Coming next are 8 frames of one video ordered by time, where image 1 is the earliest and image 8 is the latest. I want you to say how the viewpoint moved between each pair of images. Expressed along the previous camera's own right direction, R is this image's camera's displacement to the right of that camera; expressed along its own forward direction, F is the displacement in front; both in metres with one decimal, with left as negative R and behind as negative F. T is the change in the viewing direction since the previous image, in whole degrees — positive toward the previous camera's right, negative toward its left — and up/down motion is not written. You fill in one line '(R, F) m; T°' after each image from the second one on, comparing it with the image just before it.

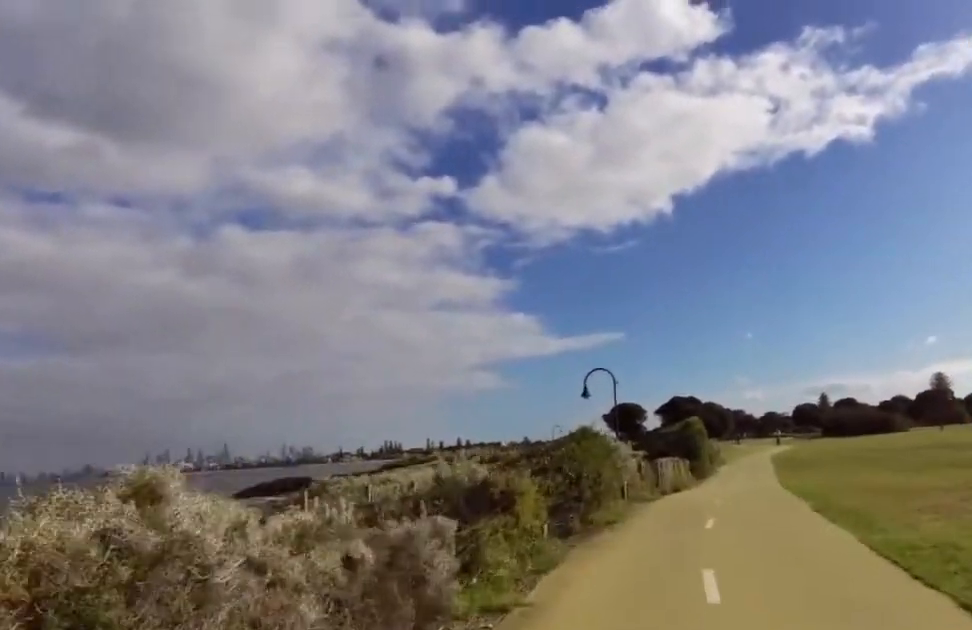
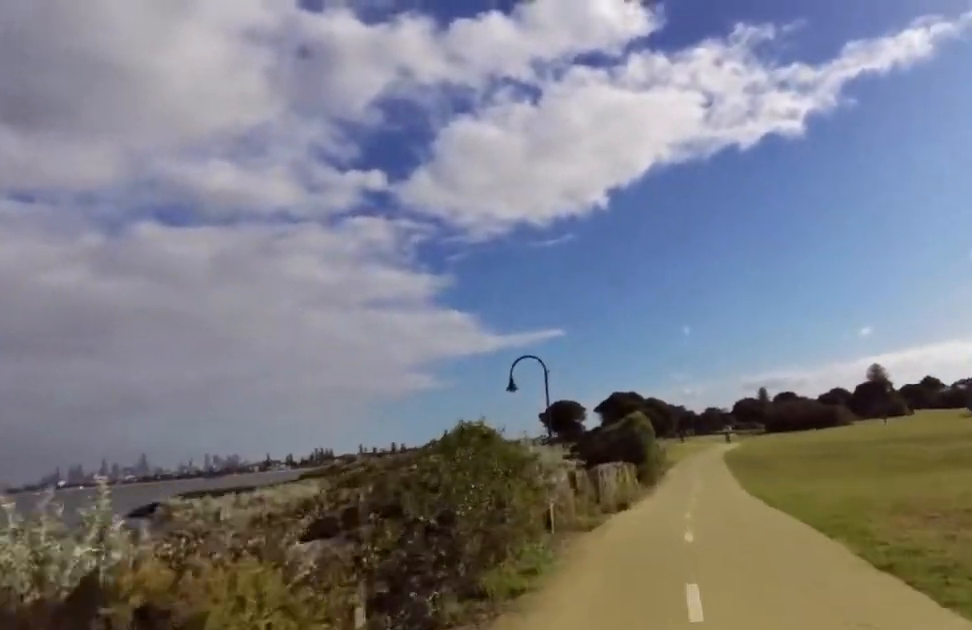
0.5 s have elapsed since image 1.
(-0.1, +4.1) m; 0°
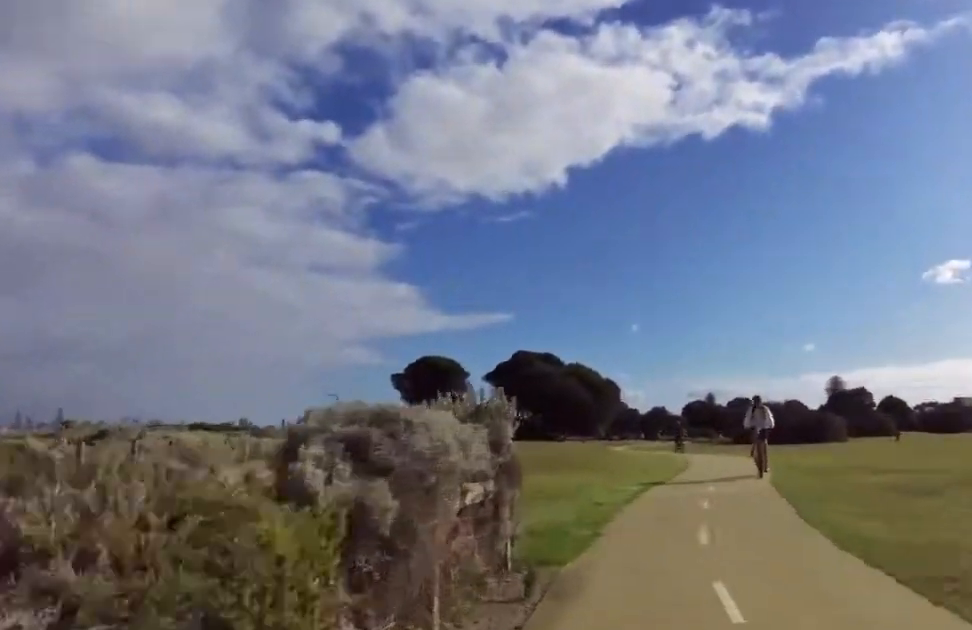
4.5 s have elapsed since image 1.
(+3.4, +32.2) m; +16°
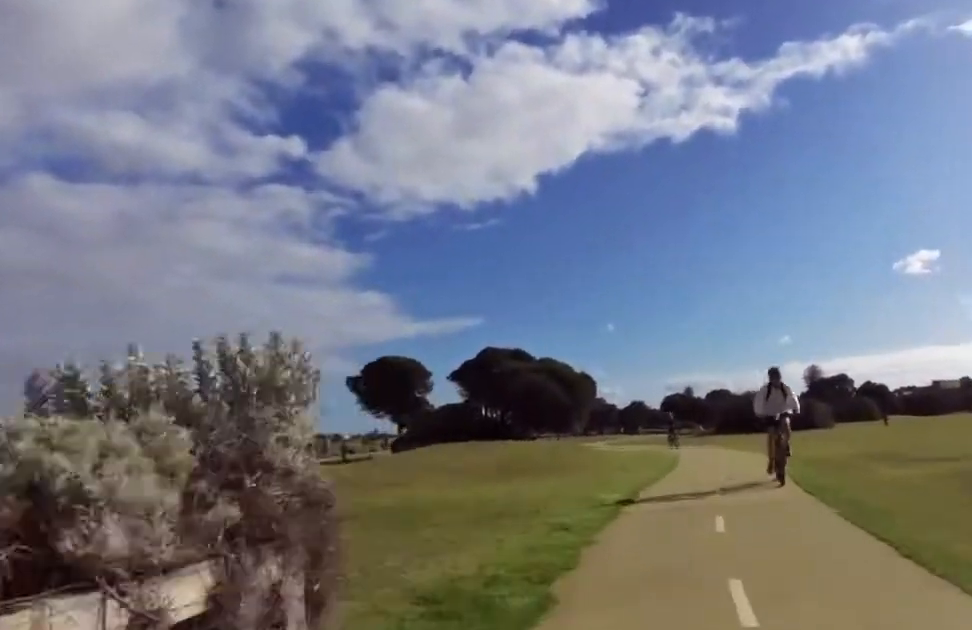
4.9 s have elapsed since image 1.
(+0.2, +3.6) m; -5°
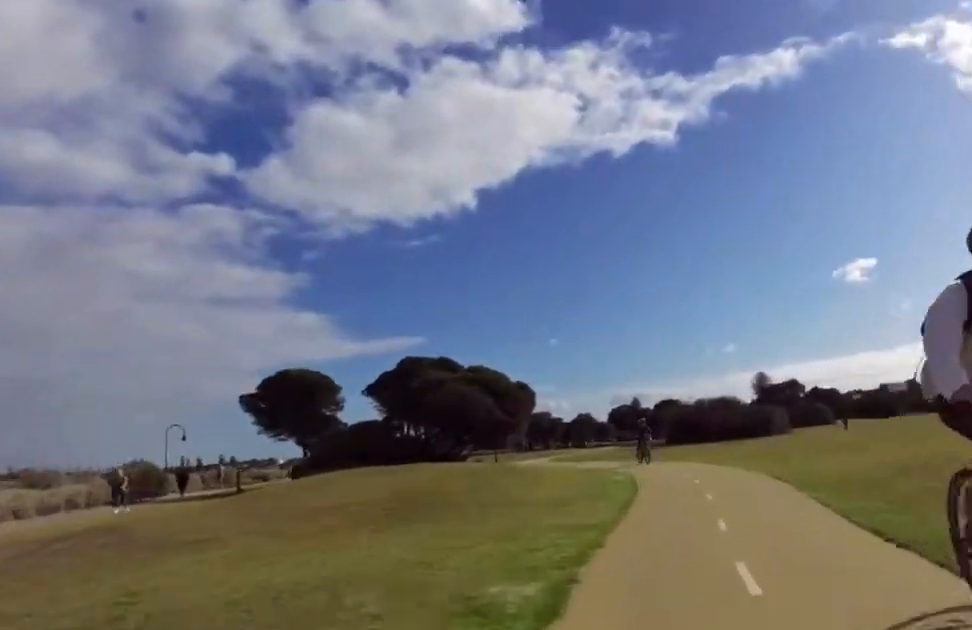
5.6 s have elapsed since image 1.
(-0.5, +5.6) m; -3°
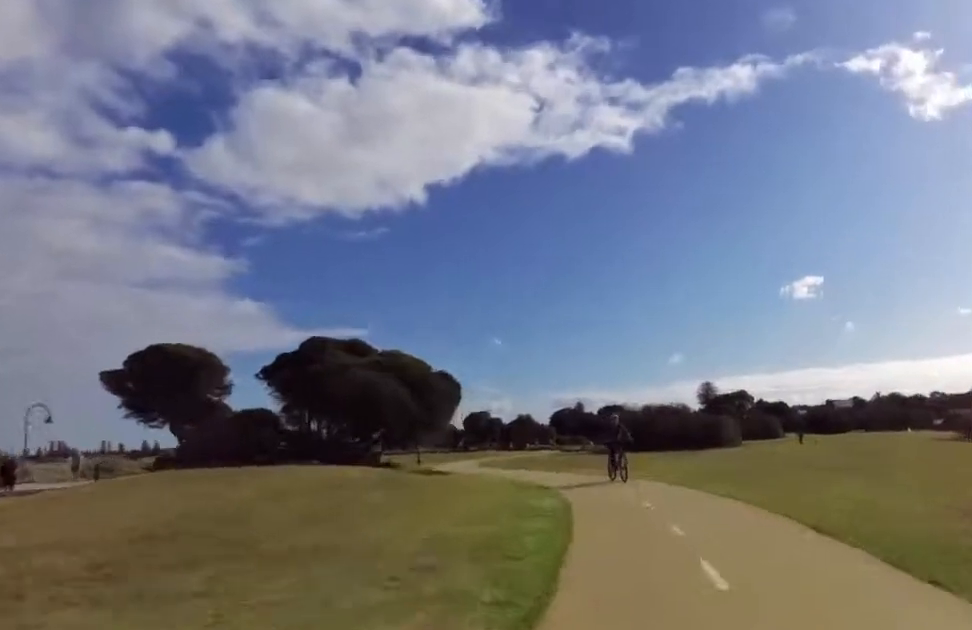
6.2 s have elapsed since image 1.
(-0.8, +5.6) m; 0°
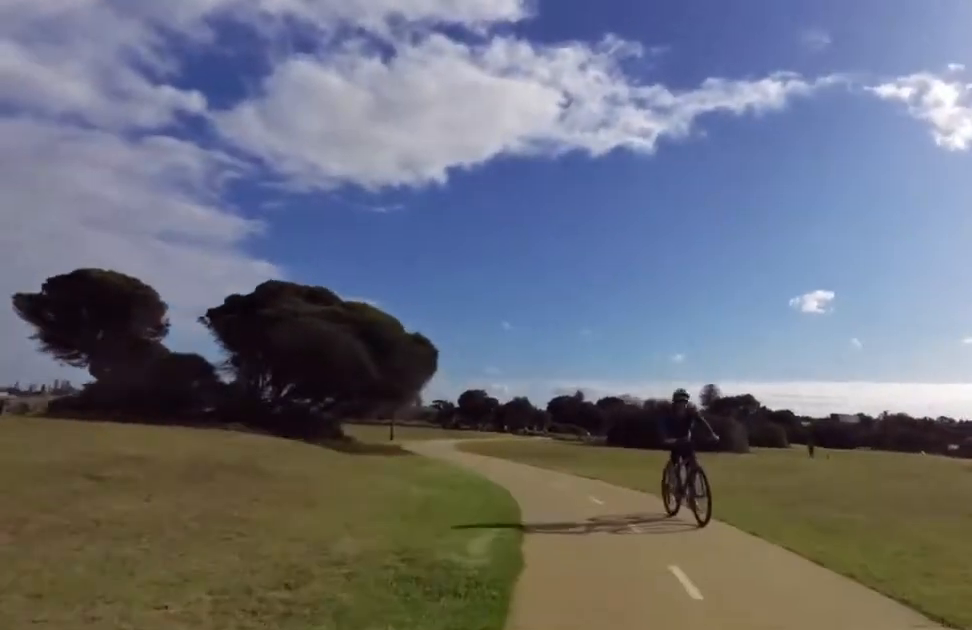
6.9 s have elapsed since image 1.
(+1.1, +5.9) m; 0°
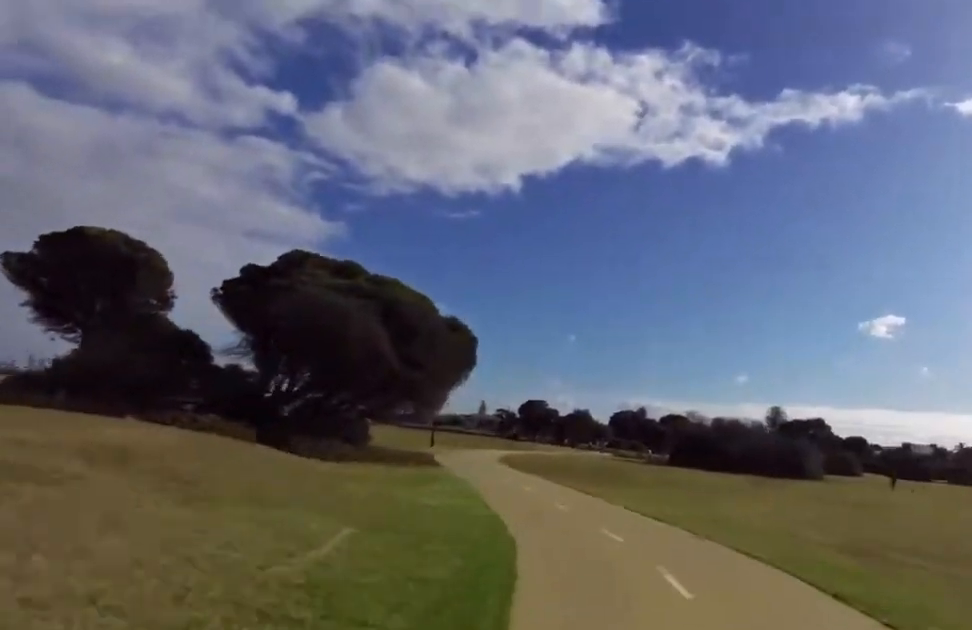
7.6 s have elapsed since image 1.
(-0.3, +5.4) m; 0°
